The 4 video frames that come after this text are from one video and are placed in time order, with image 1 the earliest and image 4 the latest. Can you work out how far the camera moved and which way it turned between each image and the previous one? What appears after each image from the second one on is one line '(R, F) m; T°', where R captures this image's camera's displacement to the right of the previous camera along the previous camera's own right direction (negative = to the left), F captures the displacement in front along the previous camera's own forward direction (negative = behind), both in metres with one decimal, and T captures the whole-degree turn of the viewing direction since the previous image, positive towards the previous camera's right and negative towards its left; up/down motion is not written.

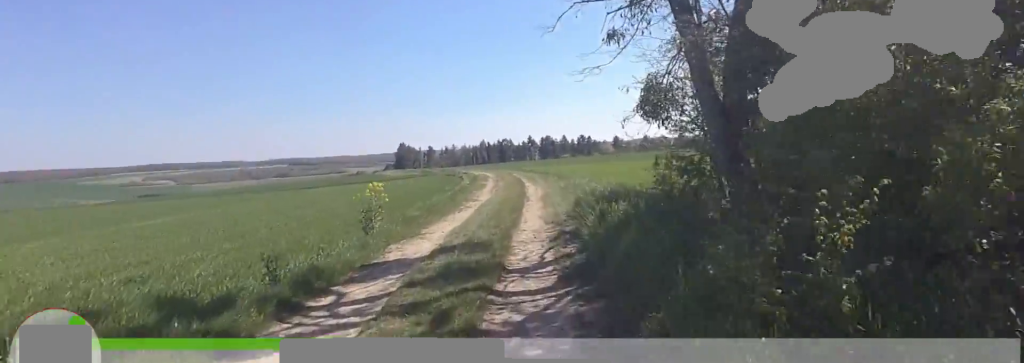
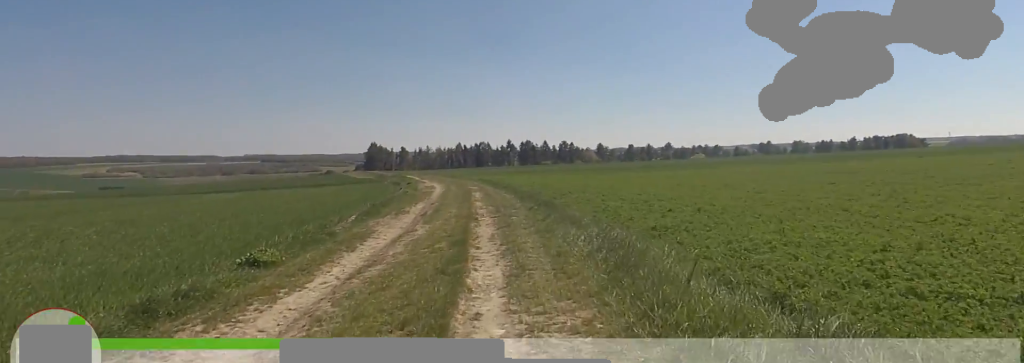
(+2.1, +18.1) m; 0°
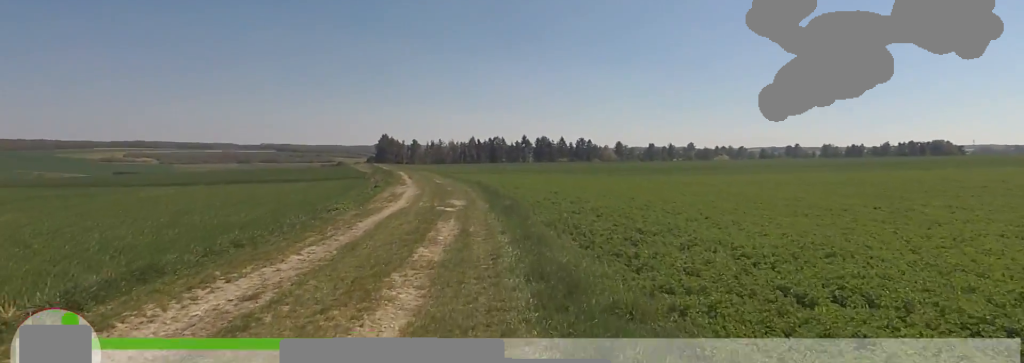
(-0.2, +11.2) m; -1°
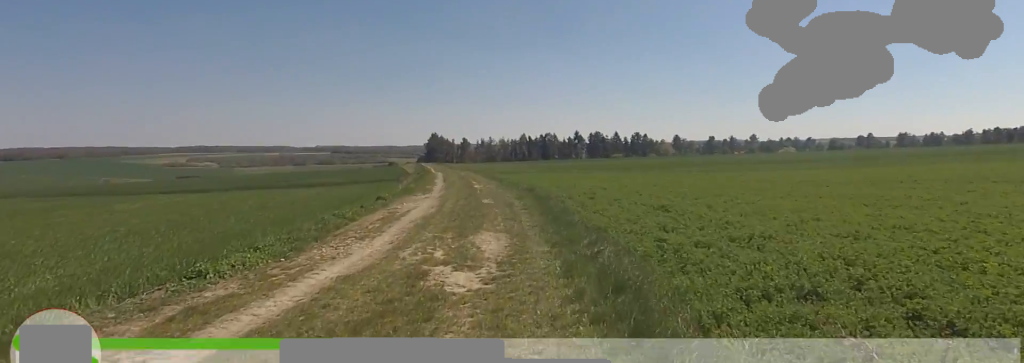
(0.0, +8.9) m; 0°
